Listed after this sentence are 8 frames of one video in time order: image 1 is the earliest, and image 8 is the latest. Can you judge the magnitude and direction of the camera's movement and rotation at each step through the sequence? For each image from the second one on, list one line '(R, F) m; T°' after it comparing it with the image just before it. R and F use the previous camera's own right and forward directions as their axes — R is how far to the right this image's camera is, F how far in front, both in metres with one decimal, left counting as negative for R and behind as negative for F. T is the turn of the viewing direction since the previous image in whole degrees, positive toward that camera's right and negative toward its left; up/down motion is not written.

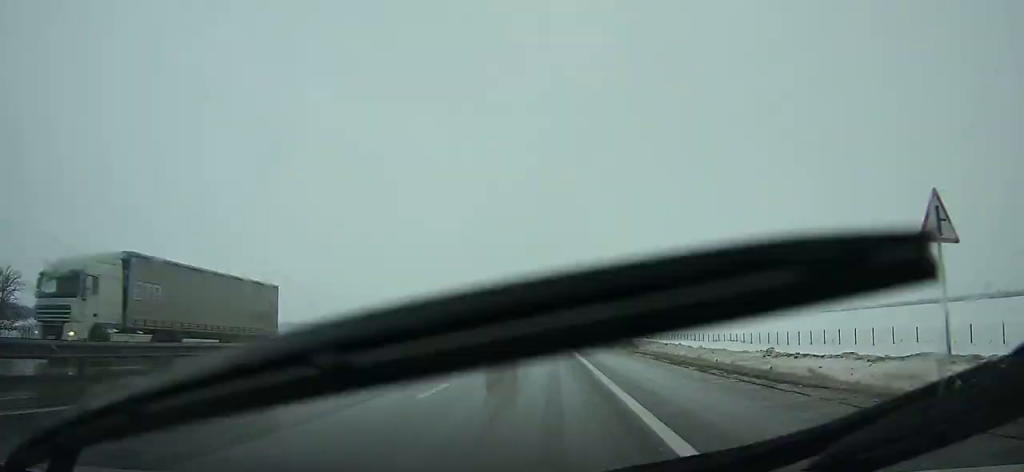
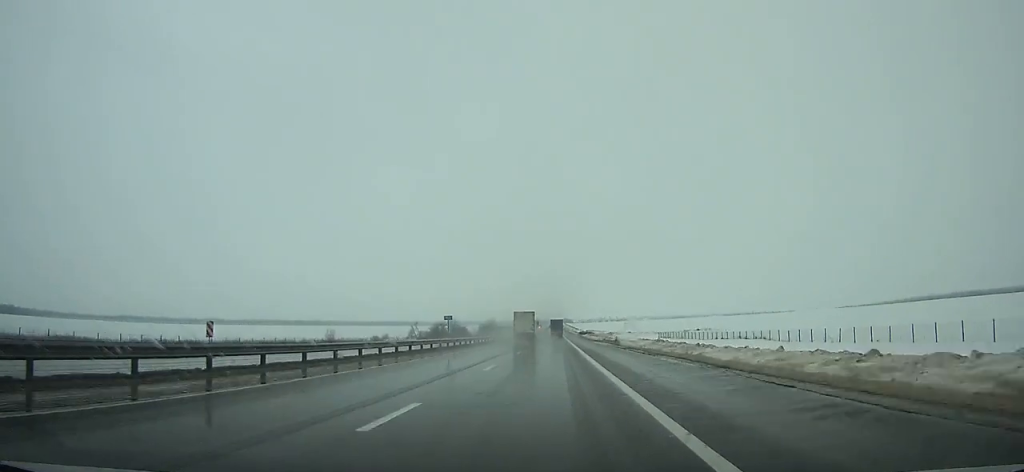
(-0.5, +89.3) m; 0°
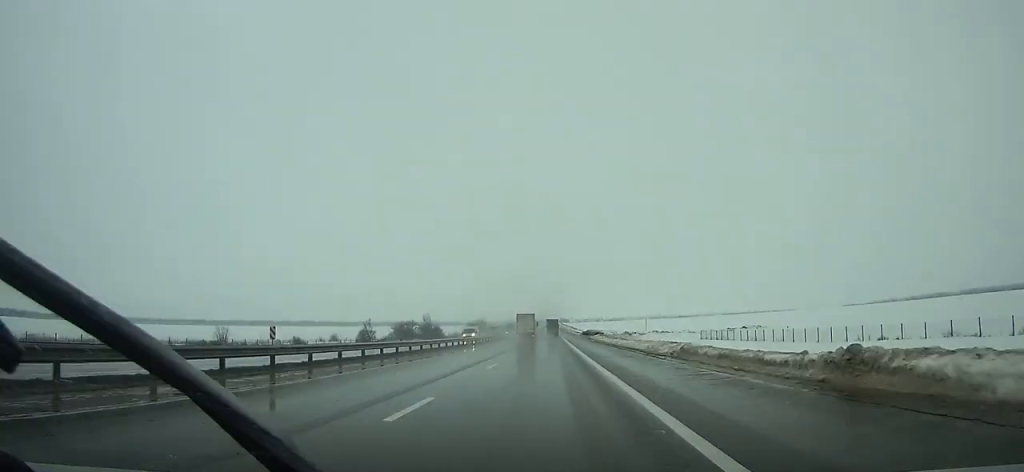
(0.0, +47.6) m; 0°
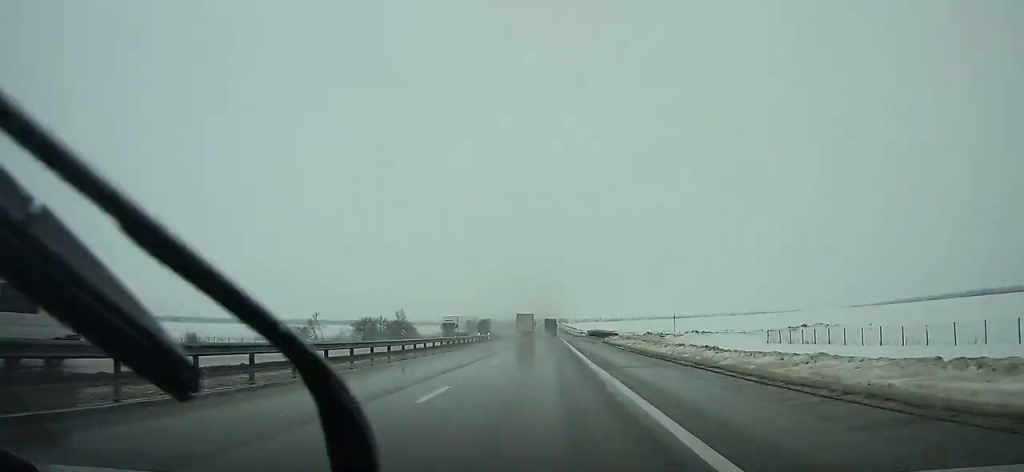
(+0.1, +34.1) m; 0°
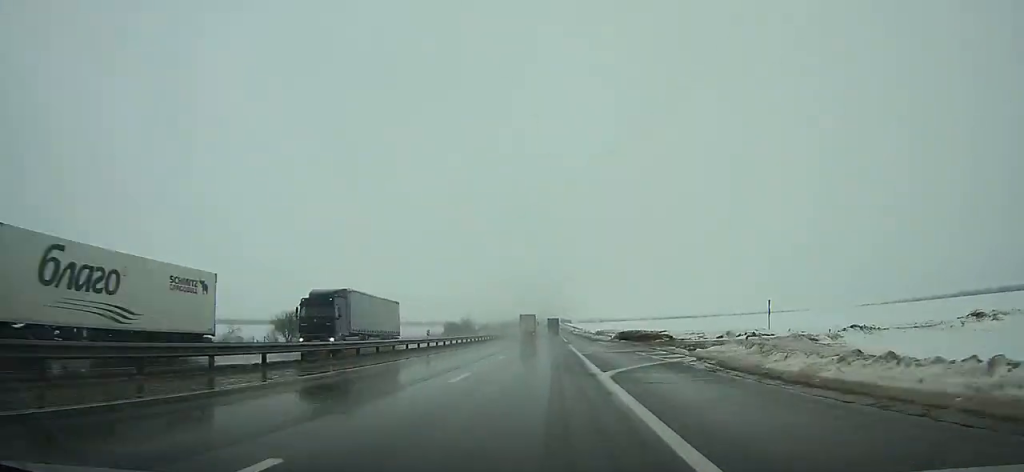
(-0.3, +43.6) m; 0°
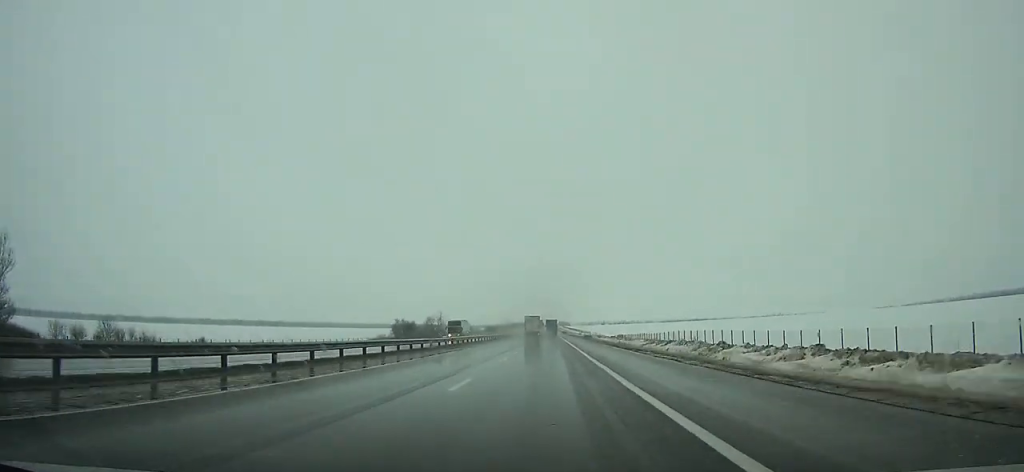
(-0.3, +99.3) m; 0°
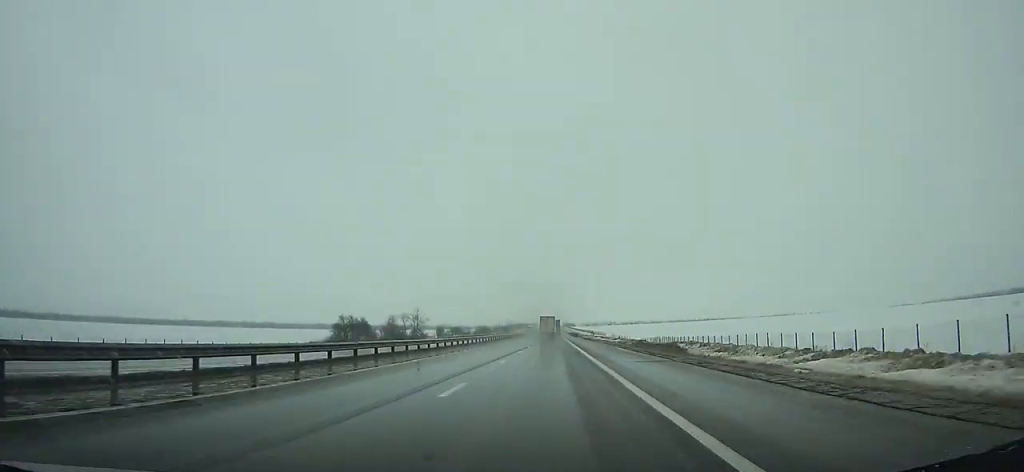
(+0.1, +60.2) m; 0°
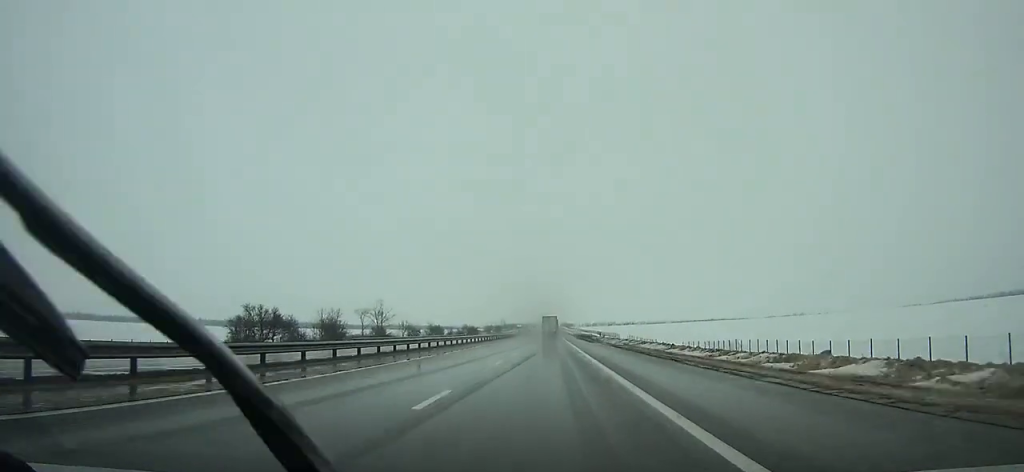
(+0.1, +50.3) m; 0°
